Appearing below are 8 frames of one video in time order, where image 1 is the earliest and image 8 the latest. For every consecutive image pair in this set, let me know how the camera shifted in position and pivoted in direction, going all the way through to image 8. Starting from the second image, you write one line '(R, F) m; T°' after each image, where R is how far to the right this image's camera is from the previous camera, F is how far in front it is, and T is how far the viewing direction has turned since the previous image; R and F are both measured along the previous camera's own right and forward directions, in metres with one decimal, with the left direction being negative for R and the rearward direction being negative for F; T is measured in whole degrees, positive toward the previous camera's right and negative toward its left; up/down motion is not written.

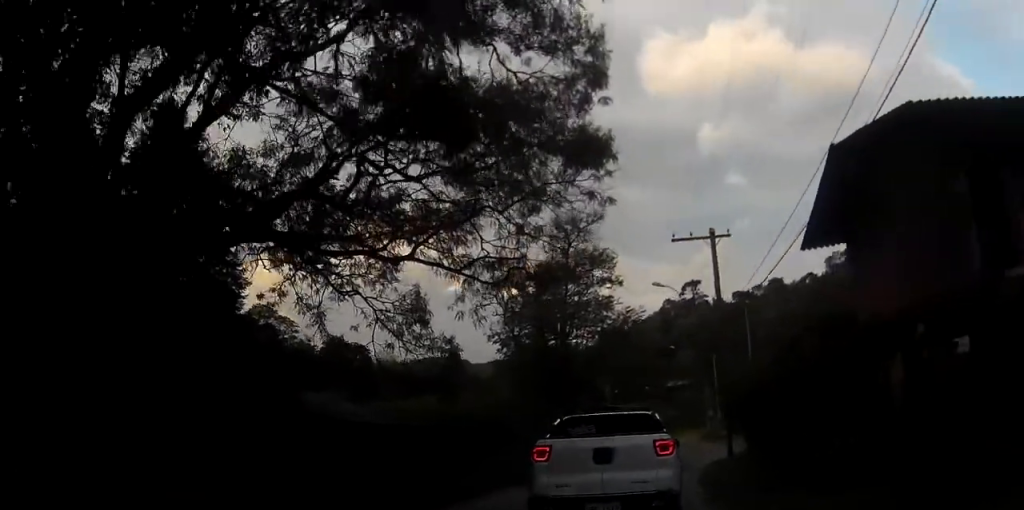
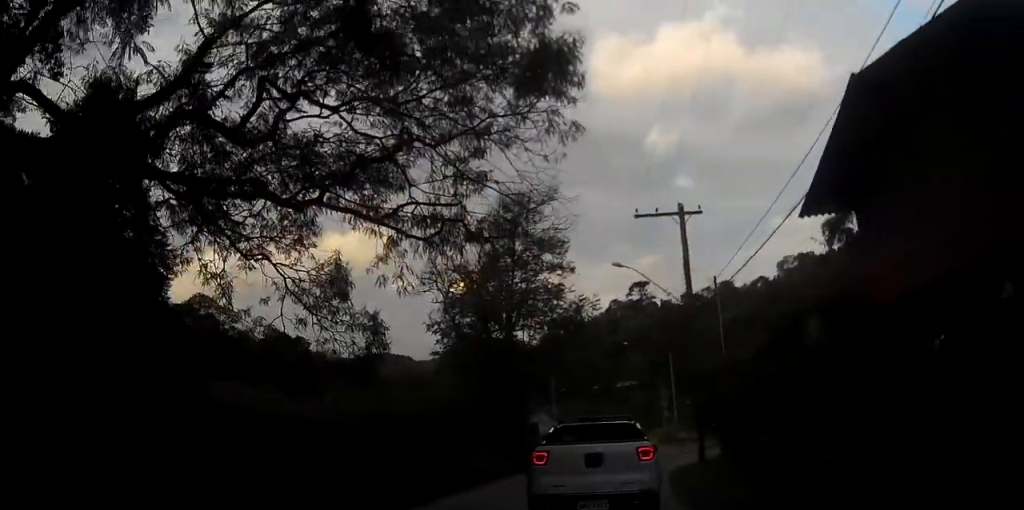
(0.0, +3.5) m; +3°
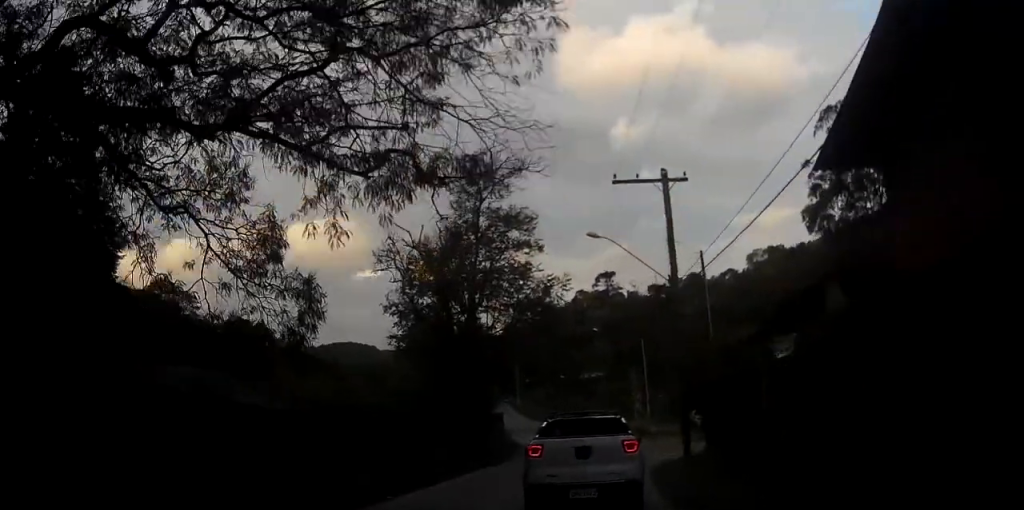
(+0.1, +2.6) m; +2°
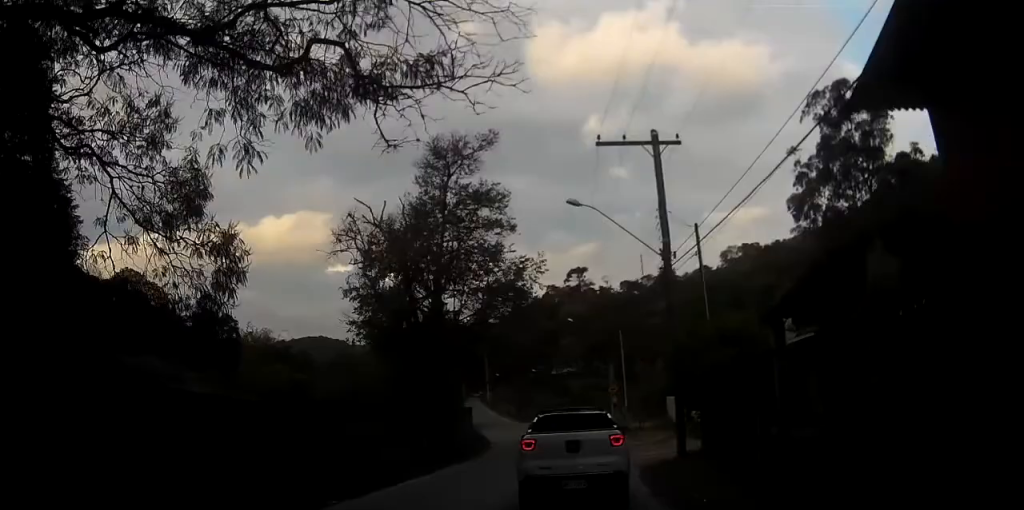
(0.0, +2.6) m; +1°
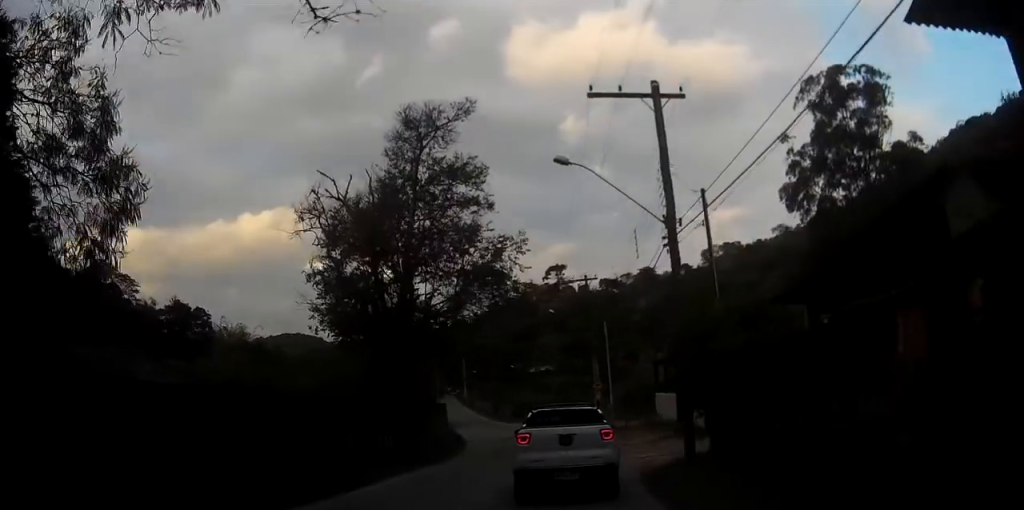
(0.0, +2.5) m; +1°
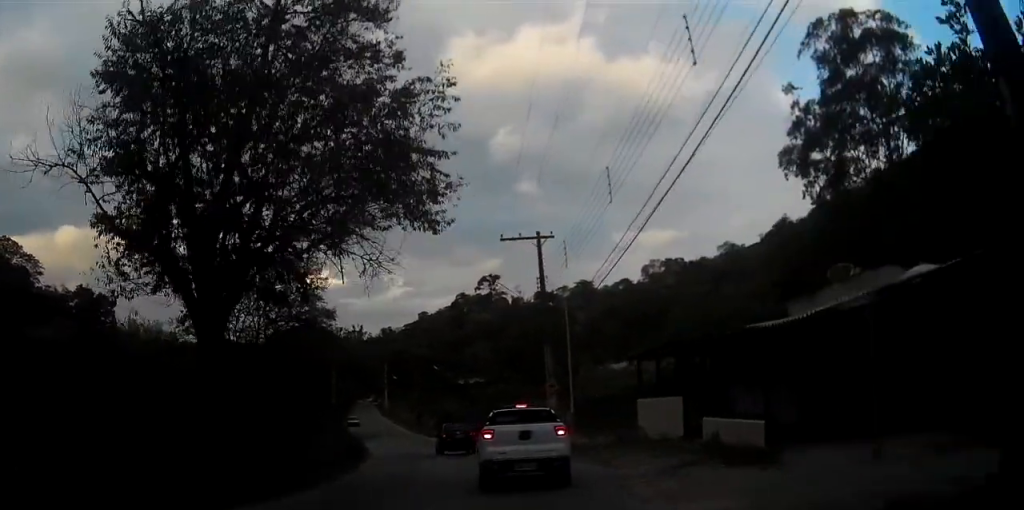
(+0.8, +11.9) m; +7°
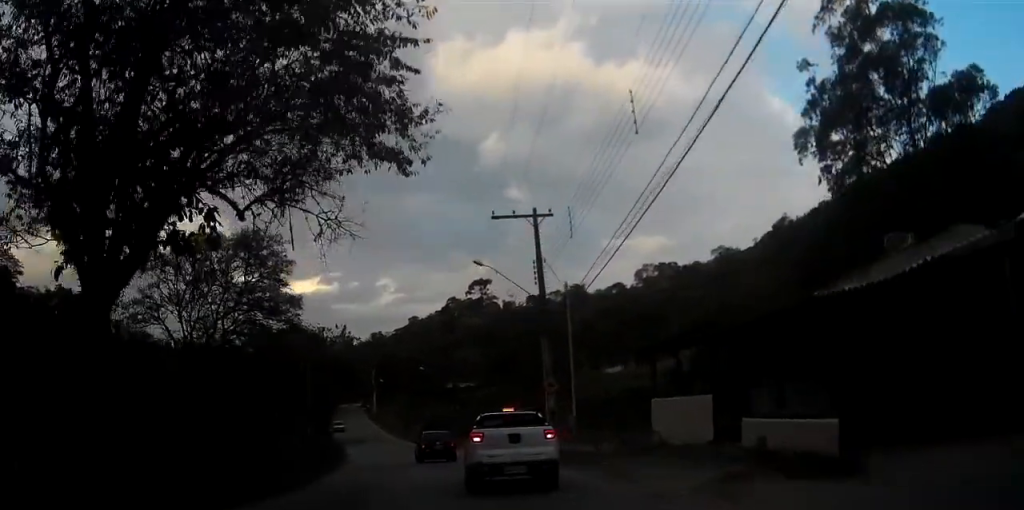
(0.0, +4.1) m; 0°
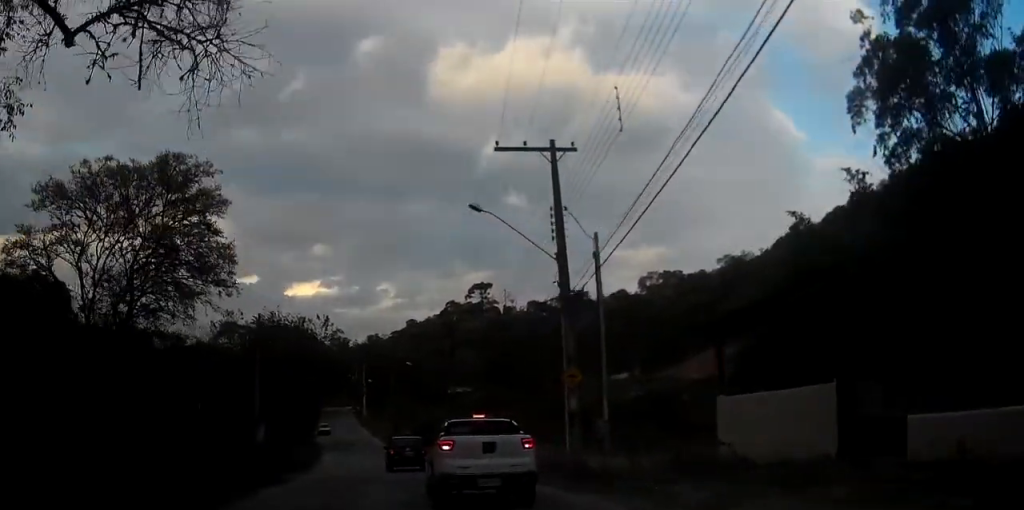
(0.0, +7.6) m; 0°
